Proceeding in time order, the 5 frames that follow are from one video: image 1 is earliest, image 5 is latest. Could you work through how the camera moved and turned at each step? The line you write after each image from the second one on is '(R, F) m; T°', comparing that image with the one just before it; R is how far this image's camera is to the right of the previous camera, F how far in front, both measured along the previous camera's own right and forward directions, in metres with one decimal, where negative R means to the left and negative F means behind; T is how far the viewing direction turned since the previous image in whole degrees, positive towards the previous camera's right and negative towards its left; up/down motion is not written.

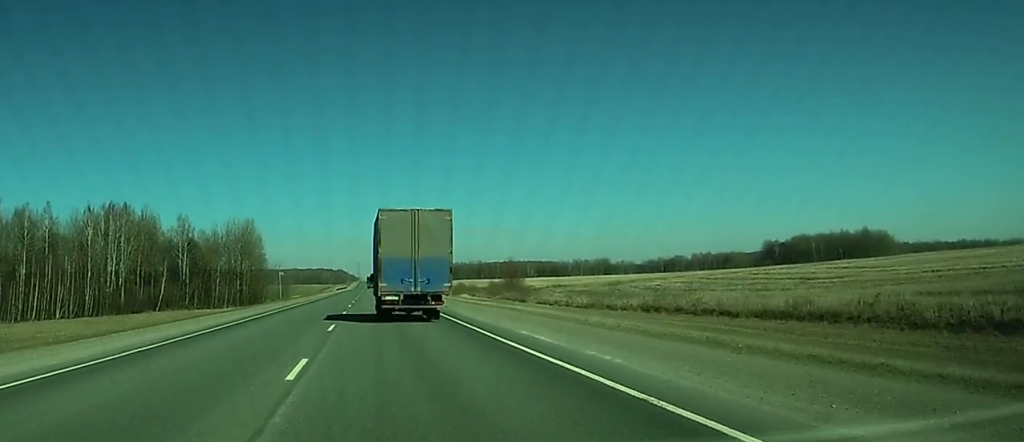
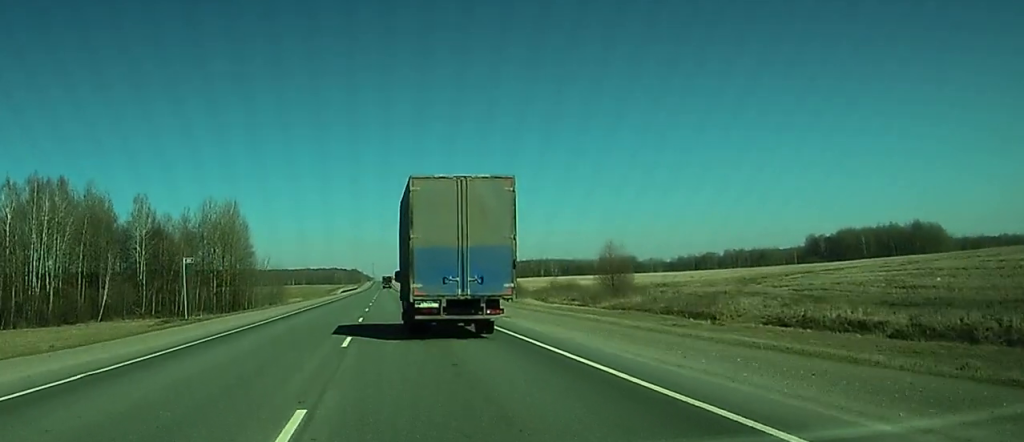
(-0.3, +54.0) m; -1°
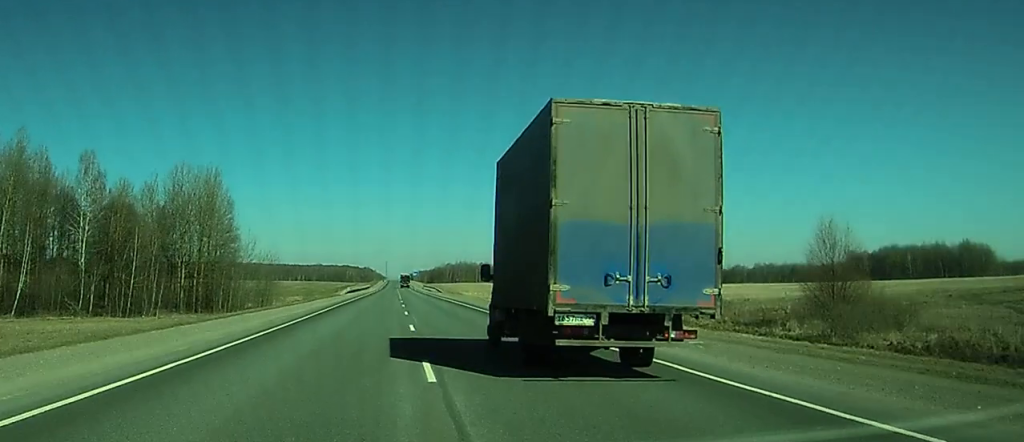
(-0.5, +42.4) m; -1°
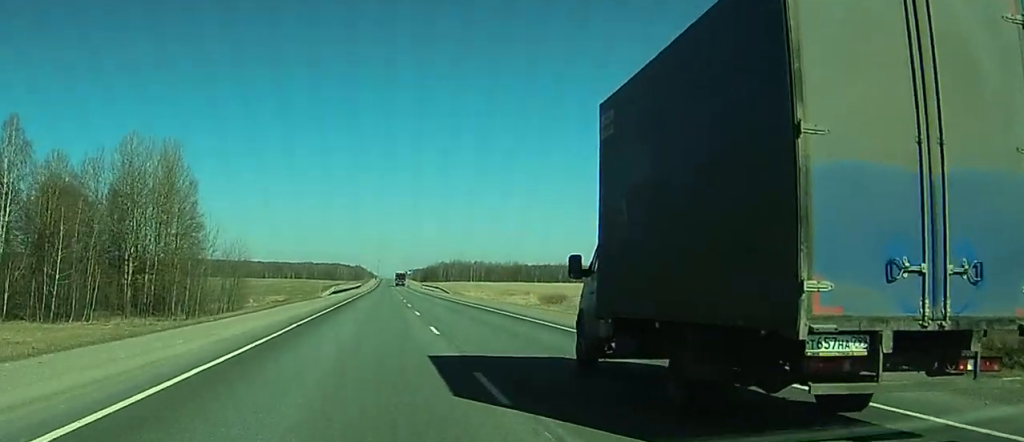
(0.0, +25.9) m; 0°
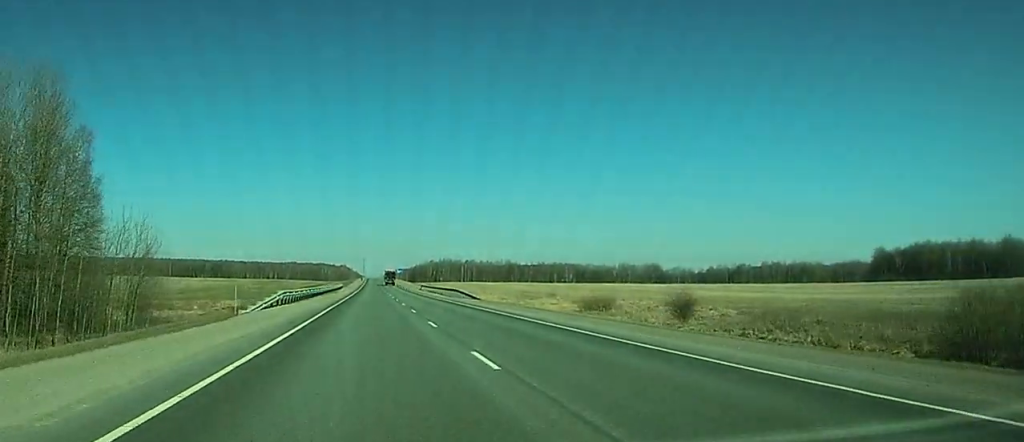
(+0.1, +44.1) m; 0°
